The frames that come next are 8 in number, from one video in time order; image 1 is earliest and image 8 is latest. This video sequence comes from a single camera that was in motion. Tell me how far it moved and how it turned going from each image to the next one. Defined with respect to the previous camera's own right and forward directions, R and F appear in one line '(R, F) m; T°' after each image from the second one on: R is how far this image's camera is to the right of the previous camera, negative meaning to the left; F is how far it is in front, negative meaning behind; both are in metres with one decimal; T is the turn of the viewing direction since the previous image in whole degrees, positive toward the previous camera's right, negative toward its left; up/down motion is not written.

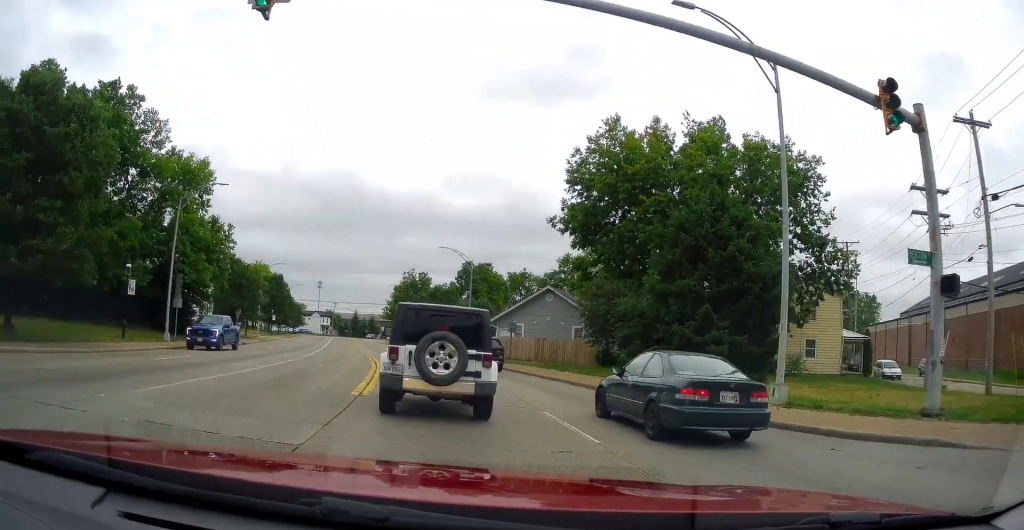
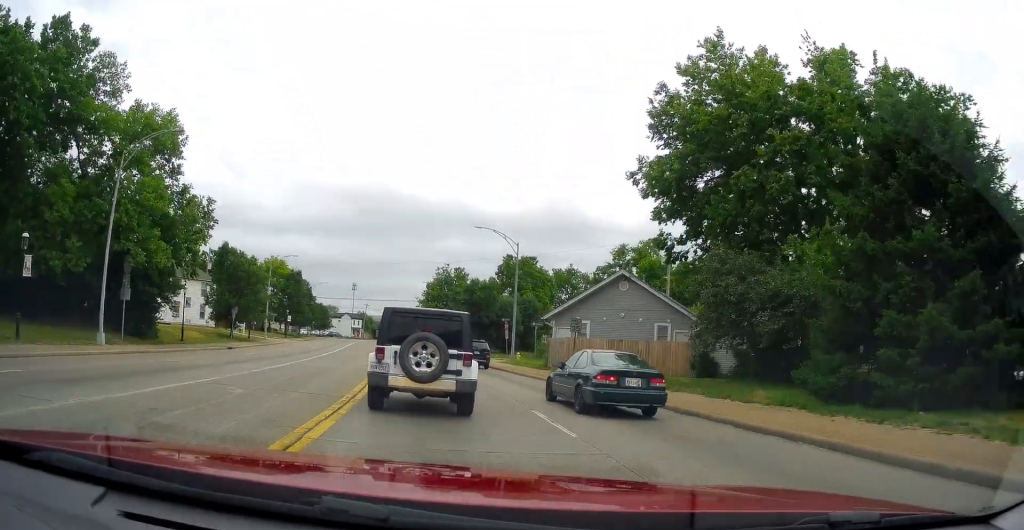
(-0.7, +9.8) m; -3°
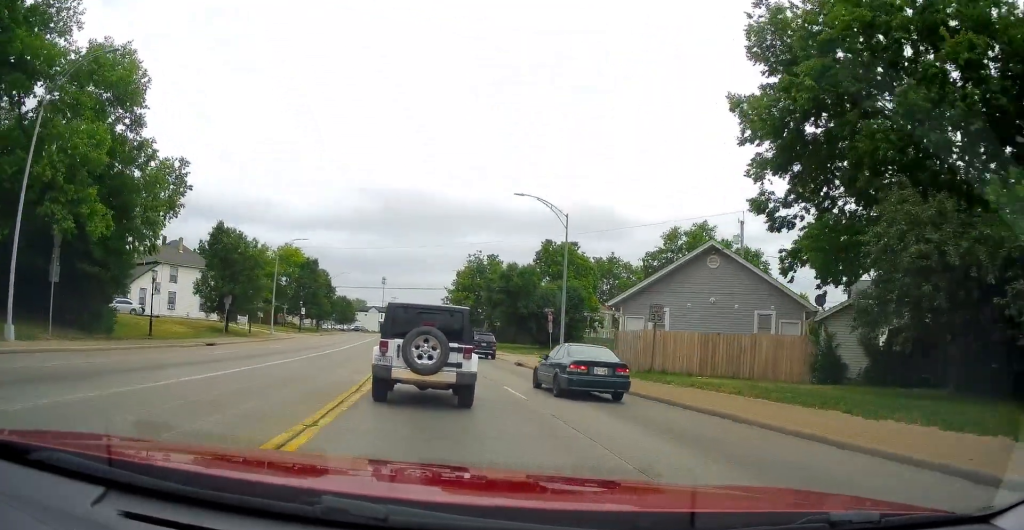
(+0.4, +8.3) m; -3°
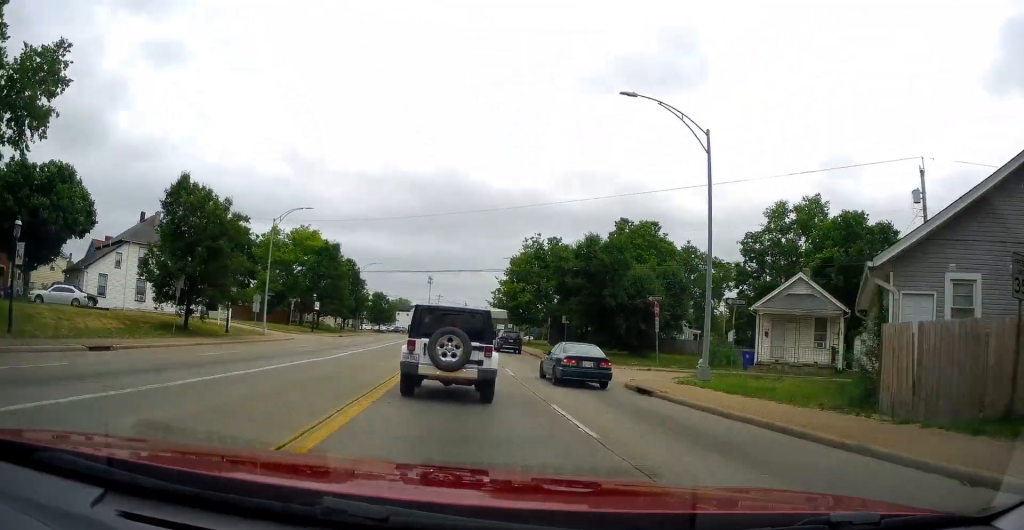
(-1.6, +15.7) m; -8°
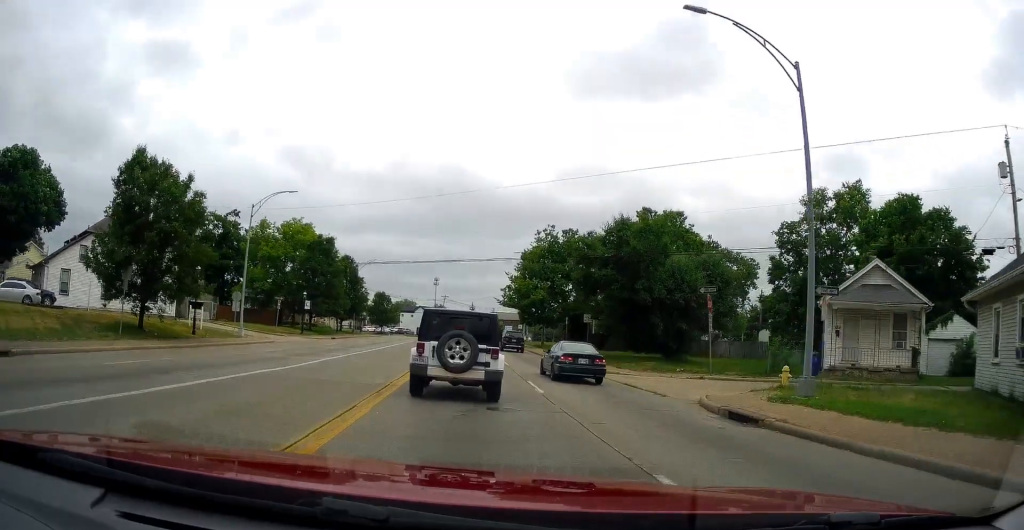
(-0.2, +6.4) m; 0°
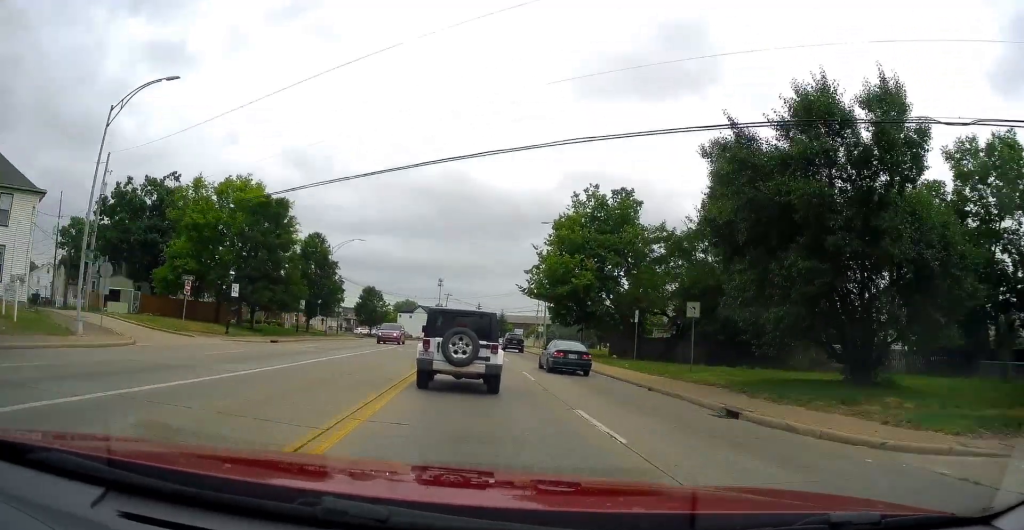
(+0.9, +20.1) m; +3°
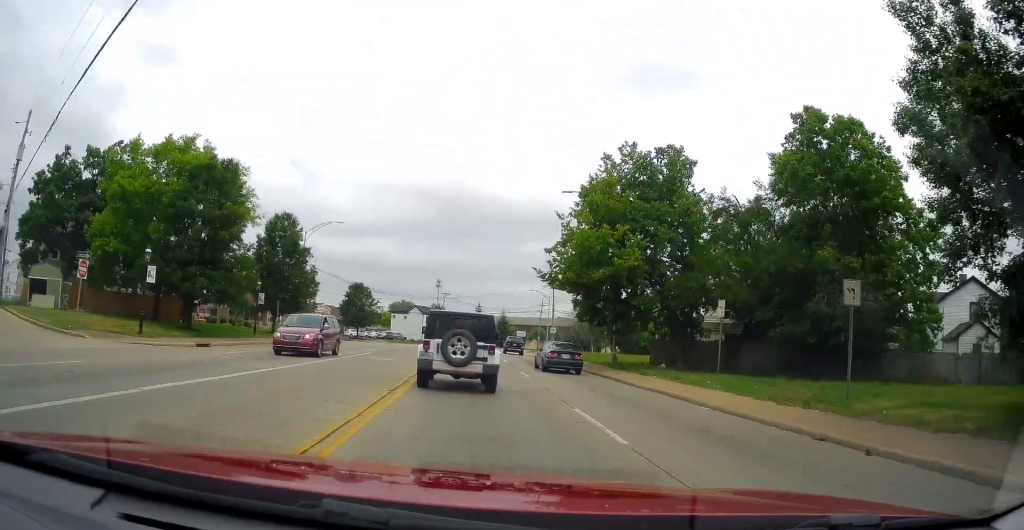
(0.0, +11.2) m; -1°
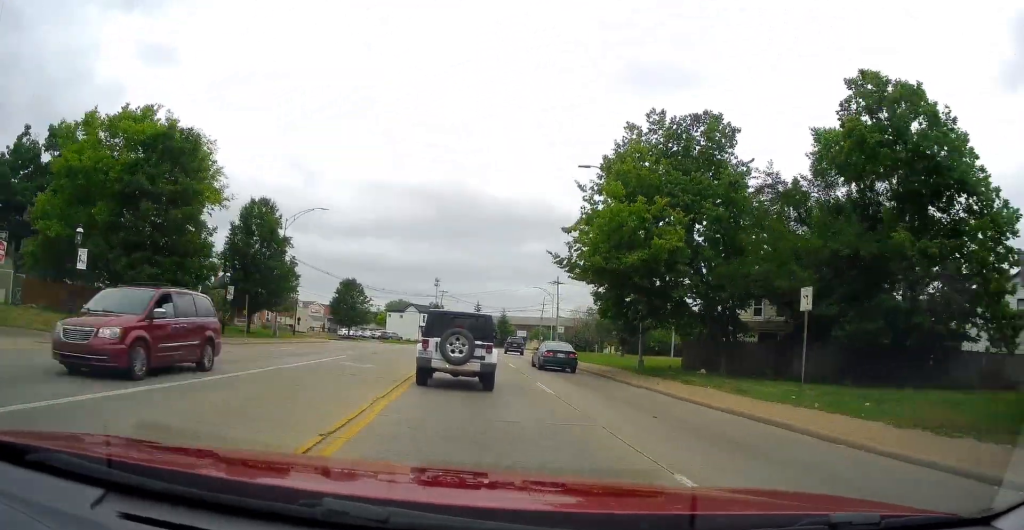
(-0.2, +6.0) m; 0°
